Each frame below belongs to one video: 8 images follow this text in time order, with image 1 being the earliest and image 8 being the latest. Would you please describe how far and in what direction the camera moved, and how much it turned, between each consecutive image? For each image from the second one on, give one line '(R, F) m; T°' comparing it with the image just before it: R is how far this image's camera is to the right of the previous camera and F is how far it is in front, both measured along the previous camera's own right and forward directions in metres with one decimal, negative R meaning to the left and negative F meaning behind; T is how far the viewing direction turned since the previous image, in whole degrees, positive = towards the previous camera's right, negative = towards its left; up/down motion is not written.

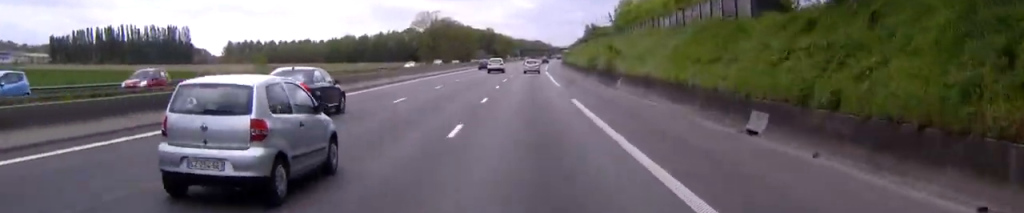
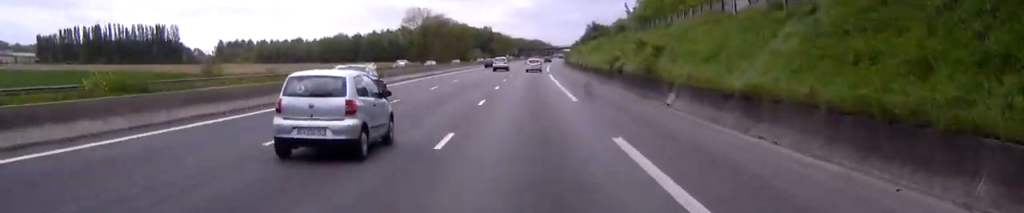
(+0.1, +14.8) m; 0°
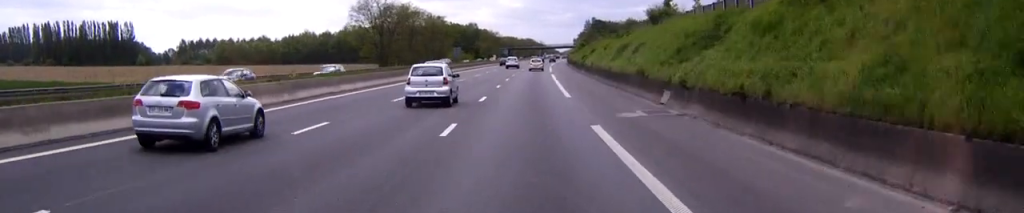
(+0.2, +49.0) m; 0°
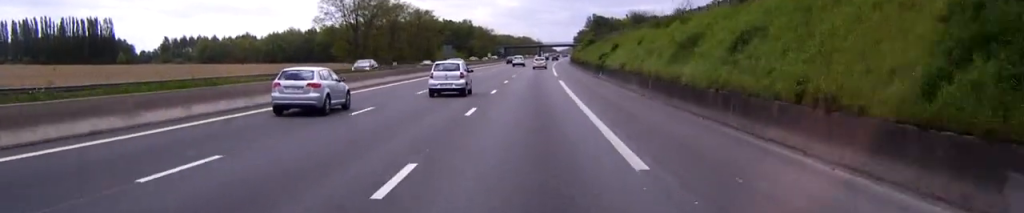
(-0.1, +20.3) m; 0°
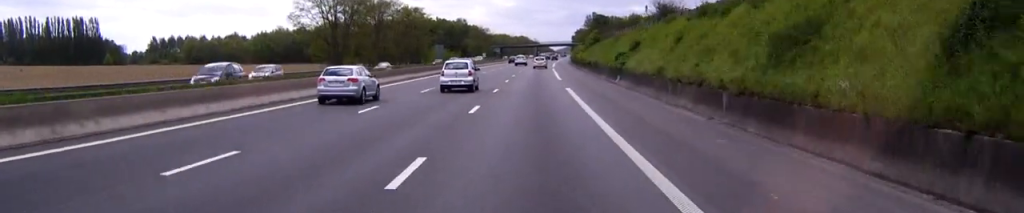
(0.0, +12.2) m; 0°
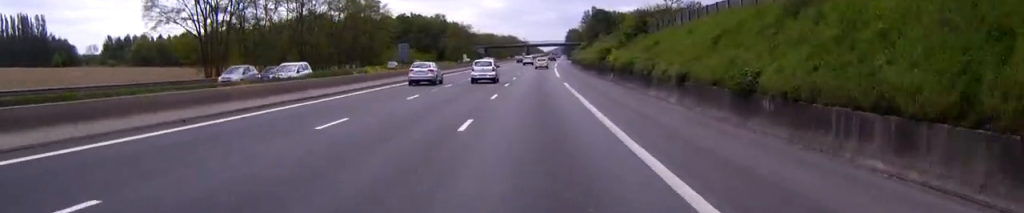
(+0.4, +43.9) m; +1°
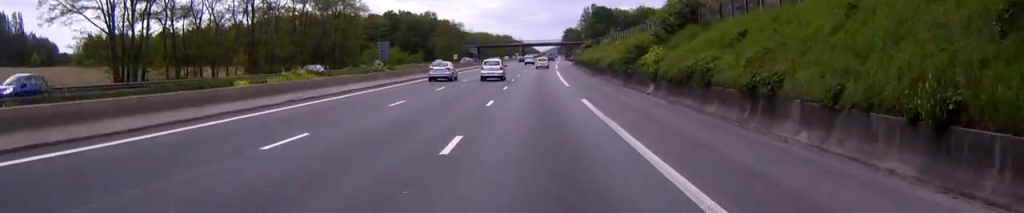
(0.0, +17.0) m; 0°
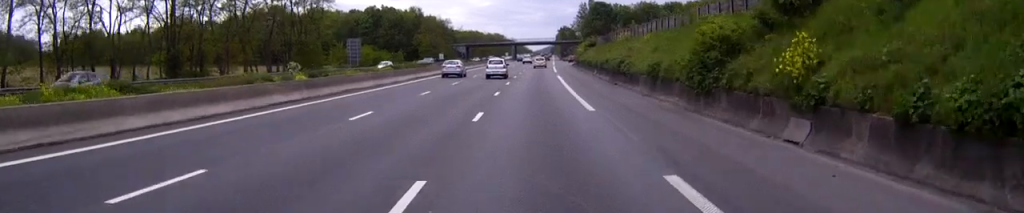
(+0.1, +18.5) m; 0°
